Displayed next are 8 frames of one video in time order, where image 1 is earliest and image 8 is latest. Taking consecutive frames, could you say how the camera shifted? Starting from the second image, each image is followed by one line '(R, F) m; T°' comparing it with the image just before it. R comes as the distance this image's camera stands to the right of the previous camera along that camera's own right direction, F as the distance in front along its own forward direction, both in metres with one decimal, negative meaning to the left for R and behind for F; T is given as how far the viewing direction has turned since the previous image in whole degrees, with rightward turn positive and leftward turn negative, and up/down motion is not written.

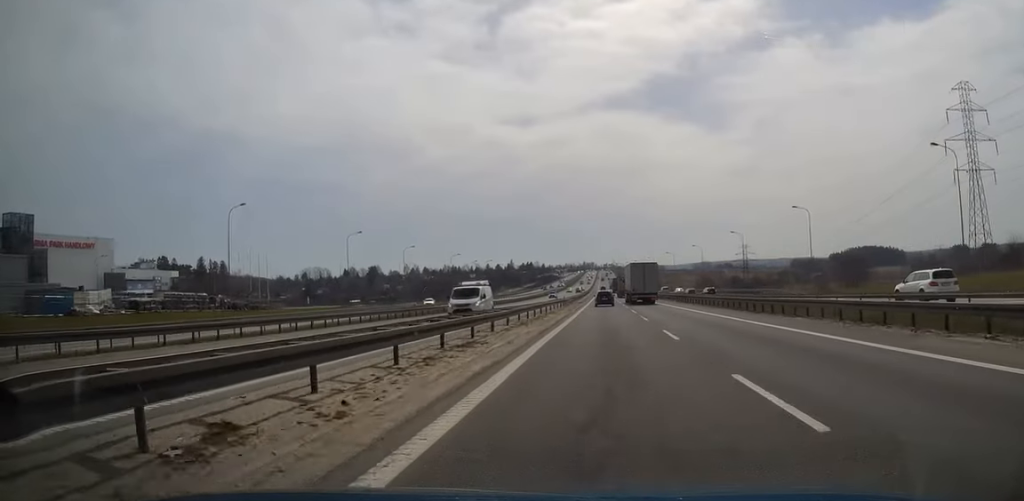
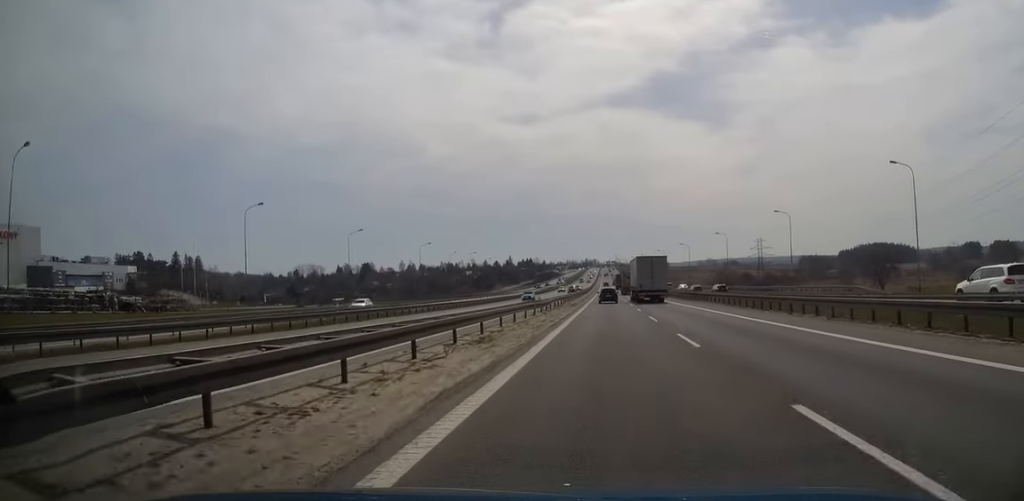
(0.0, +26.8) m; 0°
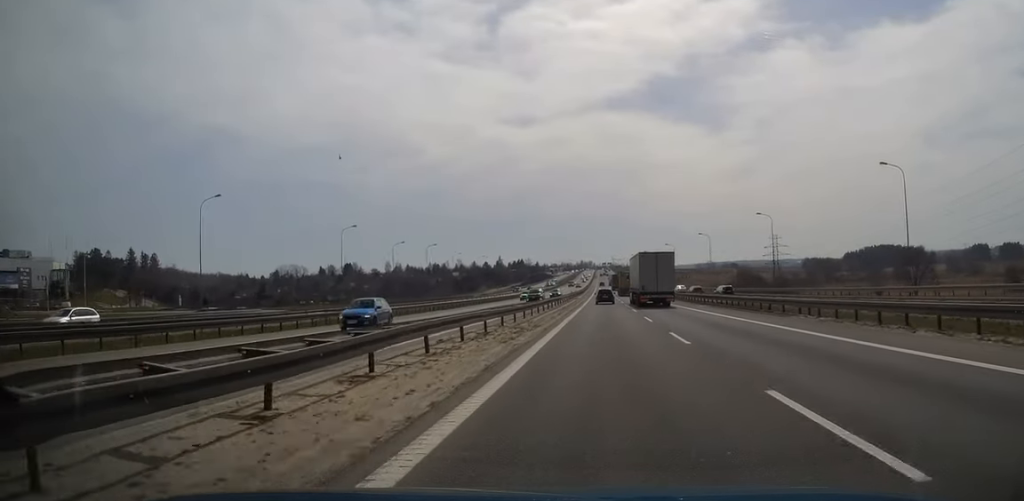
(0.0, +34.6) m; 0°
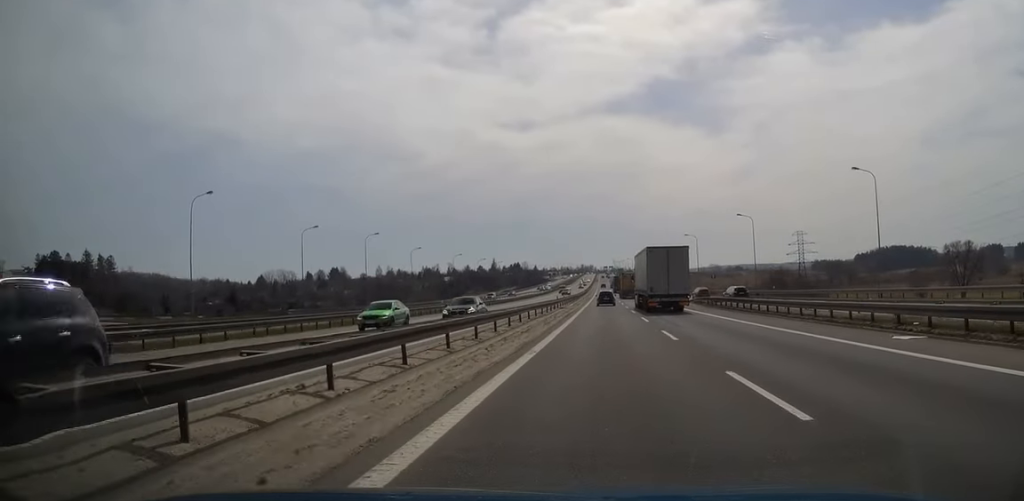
(+0.1, +33.5) m; 0°
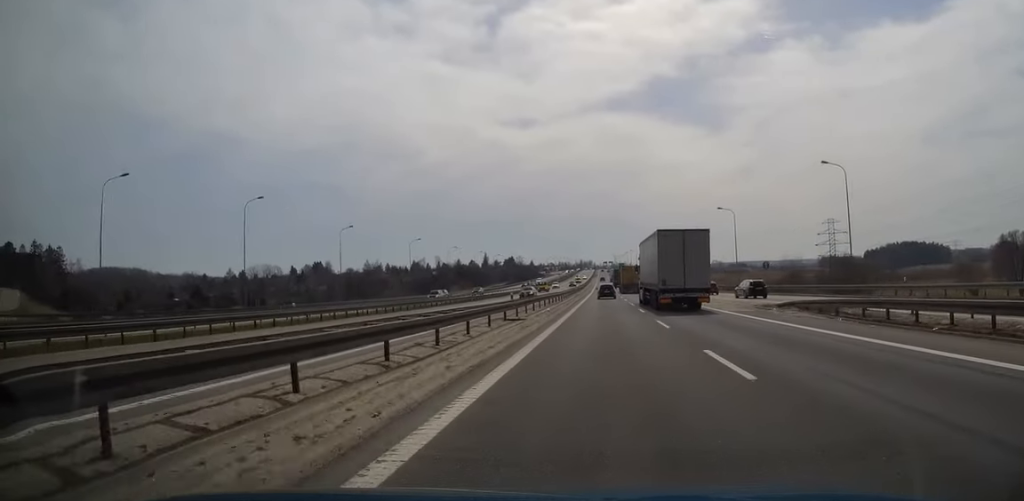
(+0.1, +33.0) m; 0°
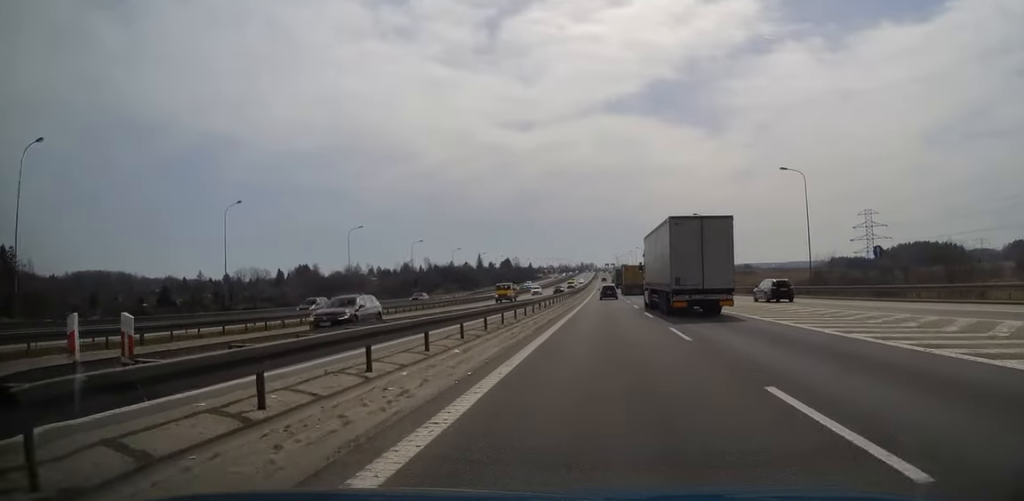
(-0.1, +28.7) m; 0°
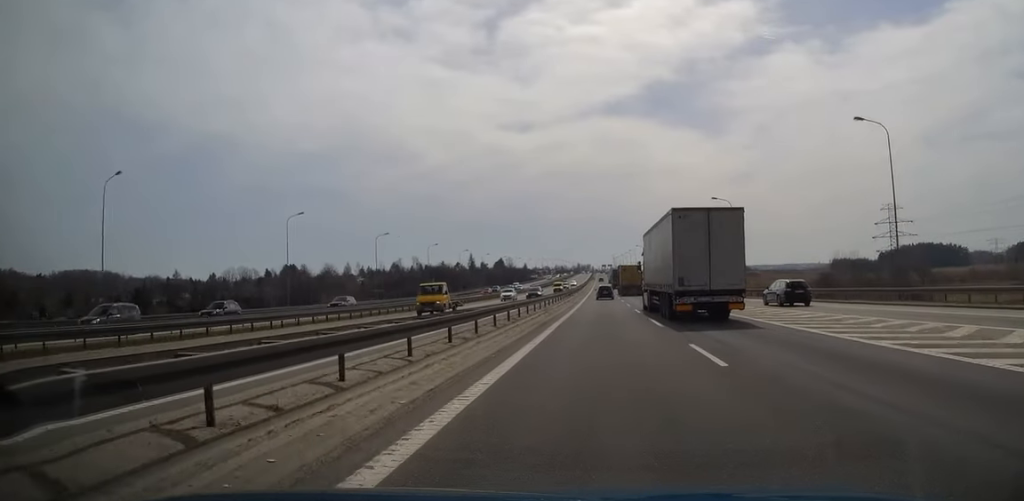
(0.0, +16.8) m; 0°
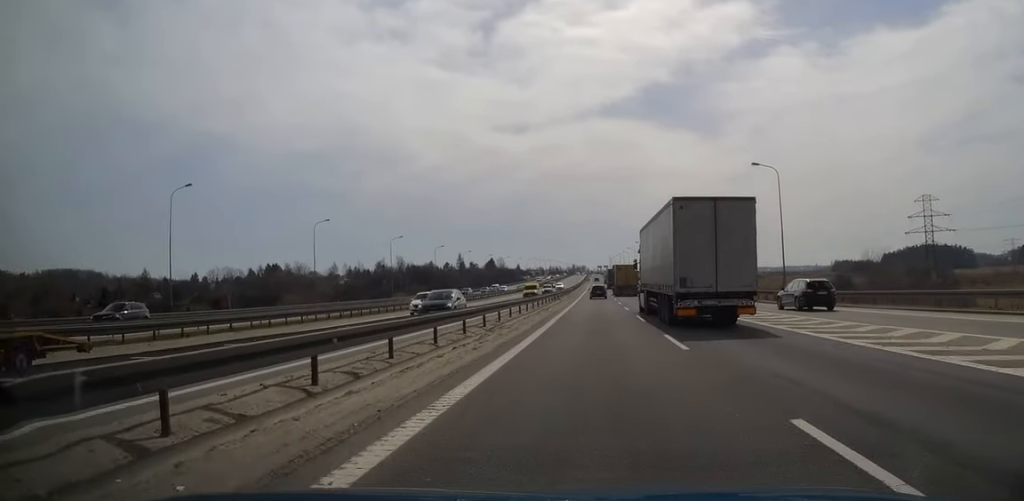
(0.0, +20.4) m; +1°
